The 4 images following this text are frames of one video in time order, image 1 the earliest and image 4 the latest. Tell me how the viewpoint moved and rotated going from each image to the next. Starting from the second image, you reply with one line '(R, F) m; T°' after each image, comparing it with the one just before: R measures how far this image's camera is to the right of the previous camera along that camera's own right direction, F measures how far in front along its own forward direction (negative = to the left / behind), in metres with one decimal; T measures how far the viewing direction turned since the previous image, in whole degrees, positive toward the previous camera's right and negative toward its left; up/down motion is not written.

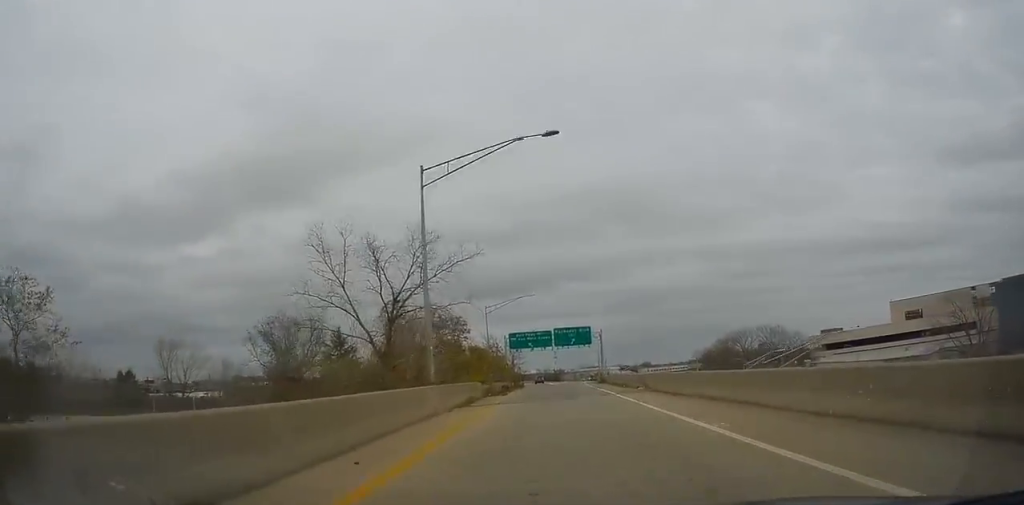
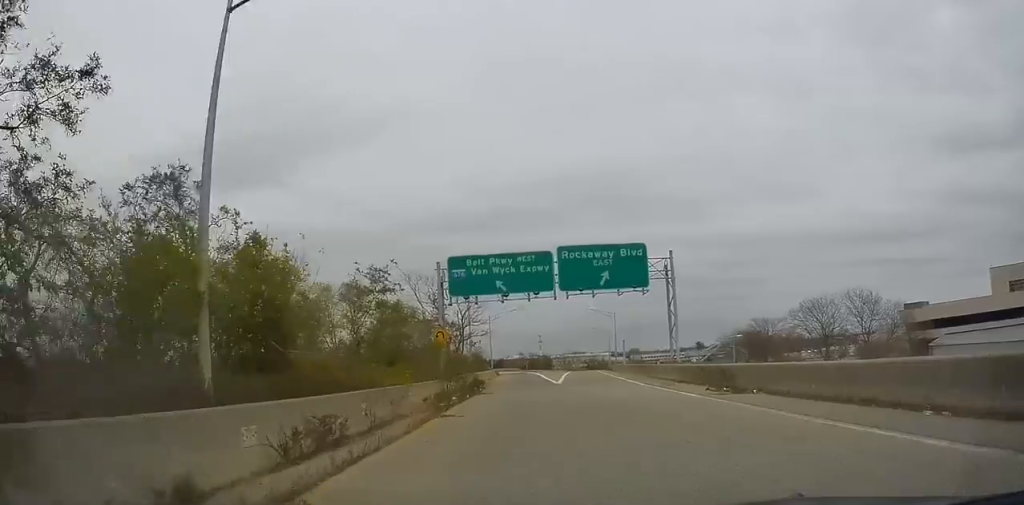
(+1.4, +50.8) m; +3°
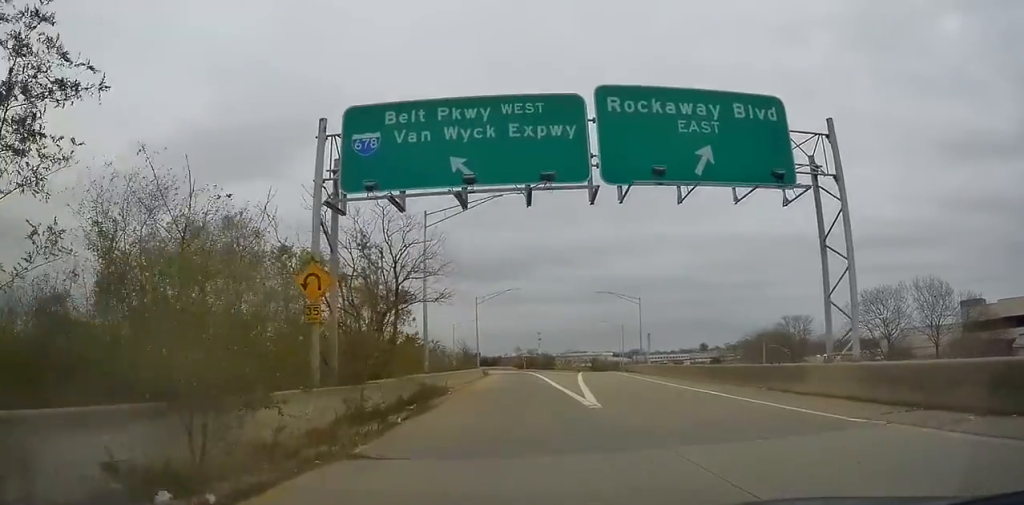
(-0.3, +21.1) m; +1°
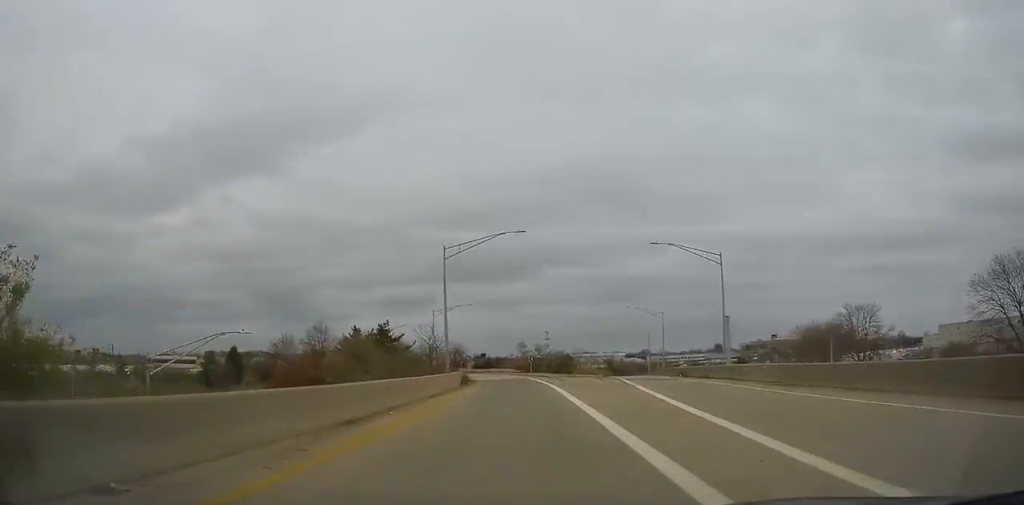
(+1.1, +28.7) m; +1°
